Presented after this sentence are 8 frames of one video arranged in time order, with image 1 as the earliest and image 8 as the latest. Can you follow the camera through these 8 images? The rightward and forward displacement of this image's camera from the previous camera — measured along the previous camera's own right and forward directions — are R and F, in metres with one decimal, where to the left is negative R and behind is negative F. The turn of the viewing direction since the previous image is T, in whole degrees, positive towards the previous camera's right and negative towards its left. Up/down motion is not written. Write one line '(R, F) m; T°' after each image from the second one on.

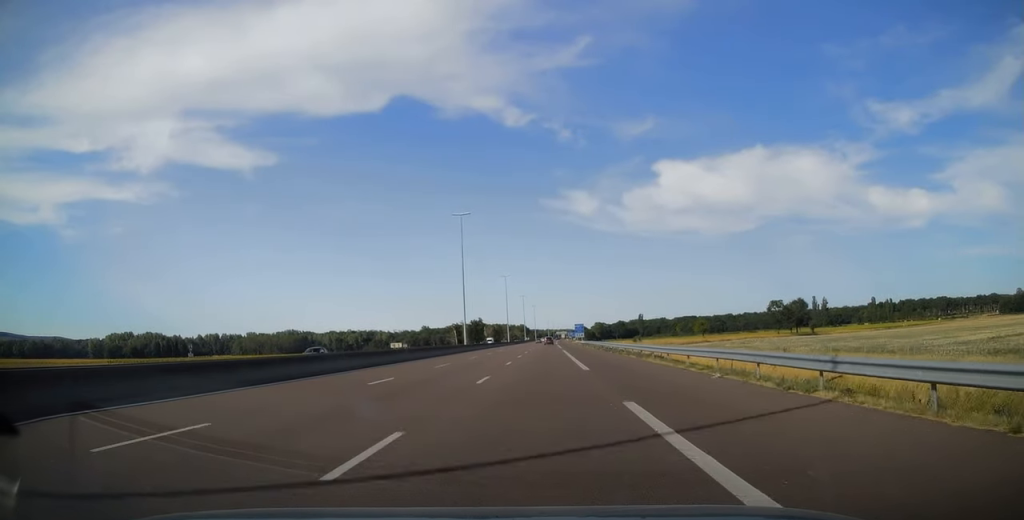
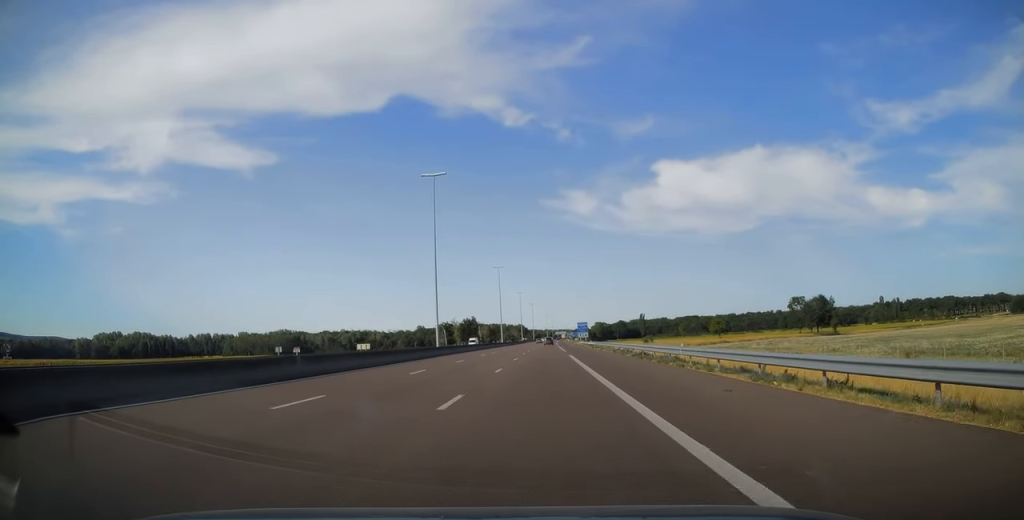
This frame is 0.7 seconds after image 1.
(+0.2, +20.1) m; 0°
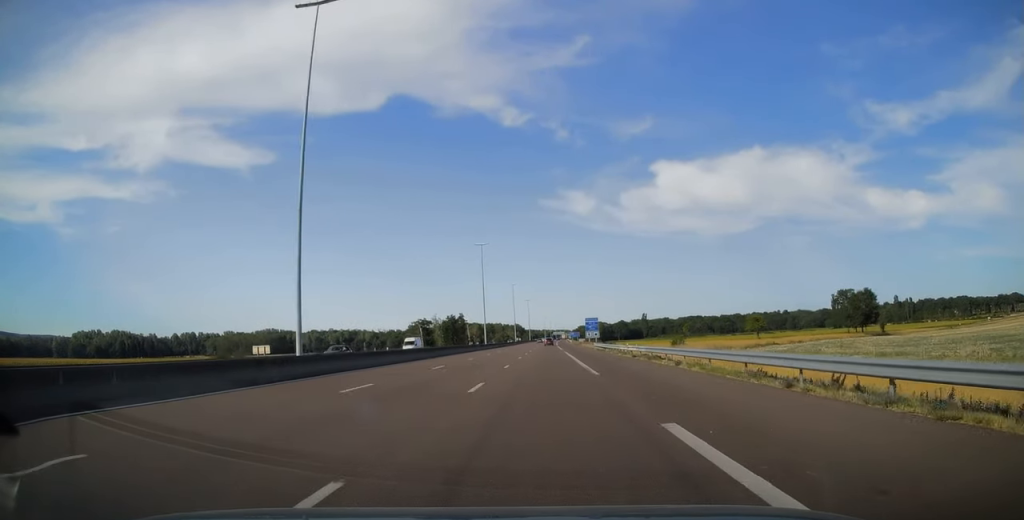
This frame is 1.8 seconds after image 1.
(-0.1, +34.5) m; 0°
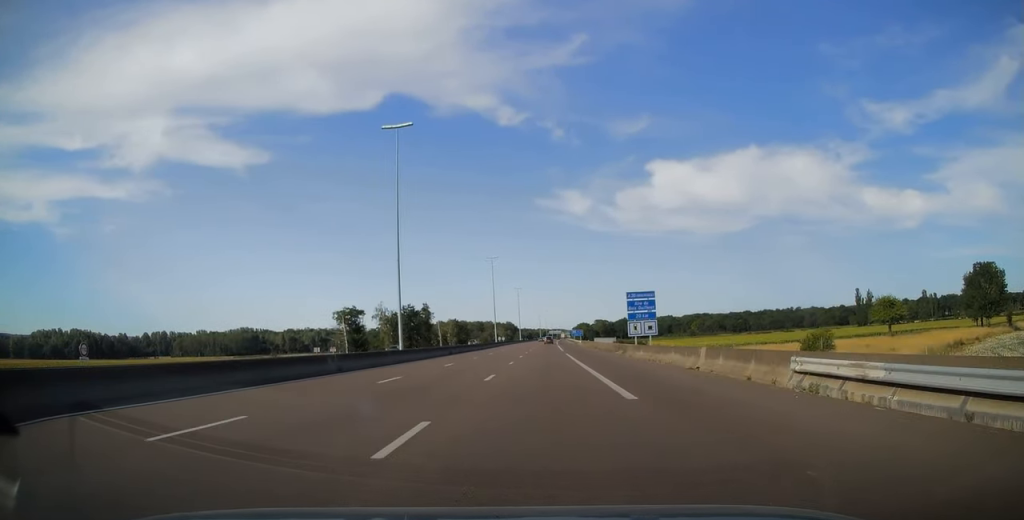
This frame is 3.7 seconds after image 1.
(+0.5, +60.1) m; 0°
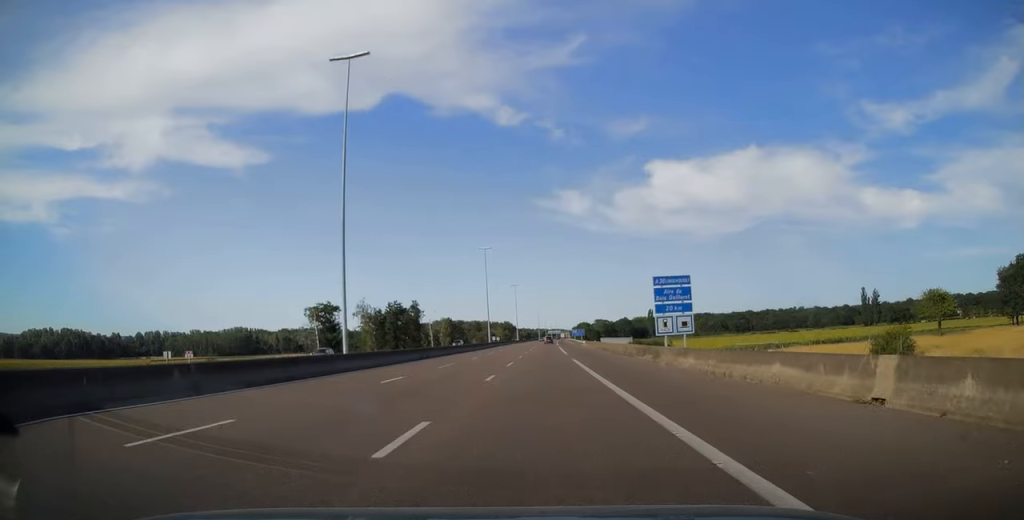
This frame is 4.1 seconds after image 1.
(0.0, +12.9) m; 0°
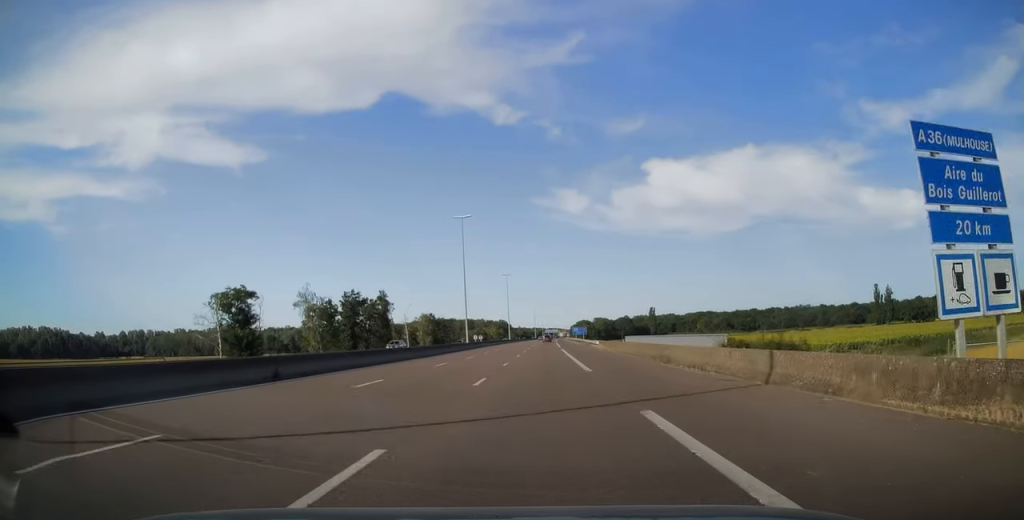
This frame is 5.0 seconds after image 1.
(-0.2, +28.3) m; 0°
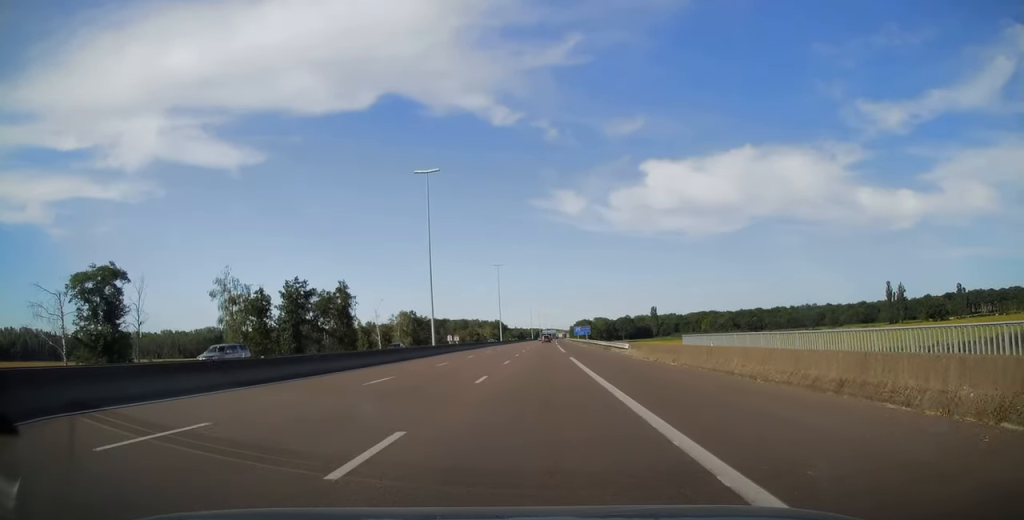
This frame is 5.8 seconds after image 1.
(+0.2, +24.2) m; +1°
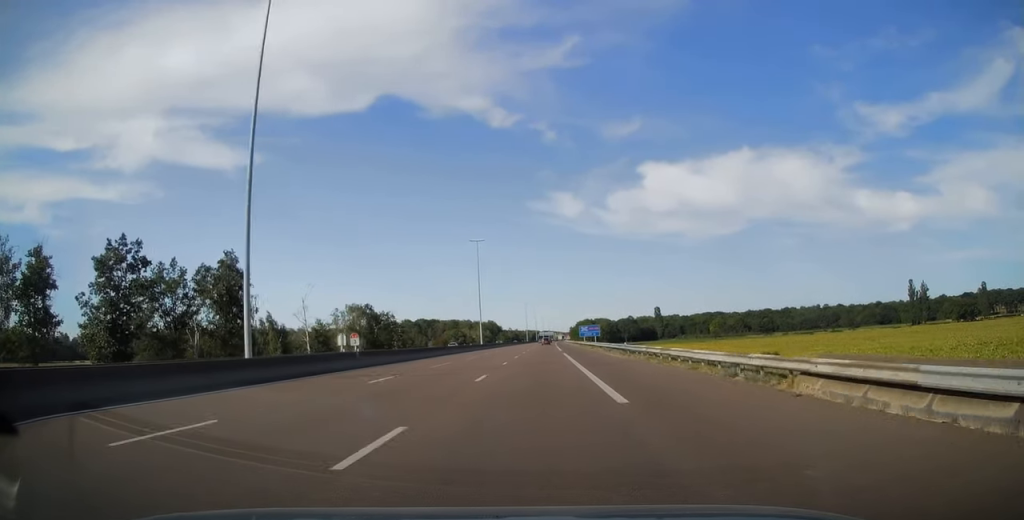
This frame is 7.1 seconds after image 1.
(+0.2, +38.0) m; 0°
